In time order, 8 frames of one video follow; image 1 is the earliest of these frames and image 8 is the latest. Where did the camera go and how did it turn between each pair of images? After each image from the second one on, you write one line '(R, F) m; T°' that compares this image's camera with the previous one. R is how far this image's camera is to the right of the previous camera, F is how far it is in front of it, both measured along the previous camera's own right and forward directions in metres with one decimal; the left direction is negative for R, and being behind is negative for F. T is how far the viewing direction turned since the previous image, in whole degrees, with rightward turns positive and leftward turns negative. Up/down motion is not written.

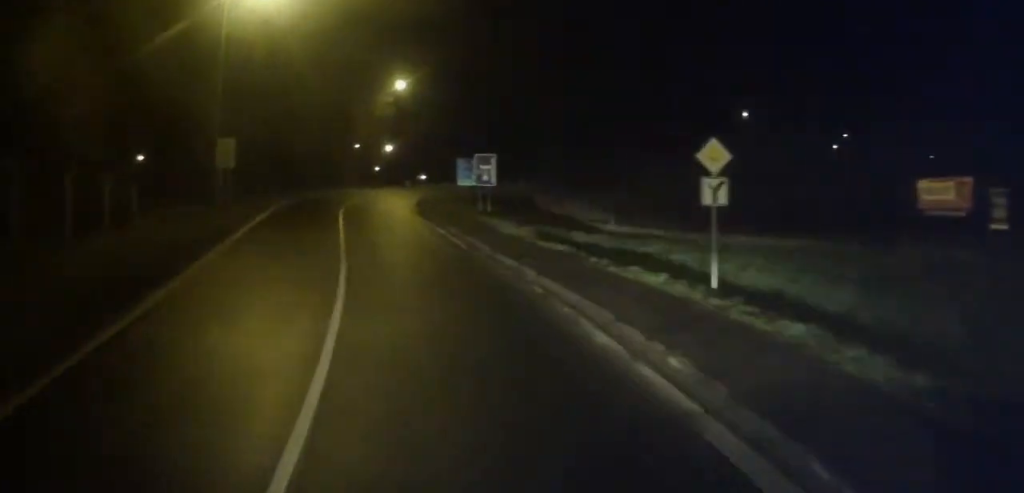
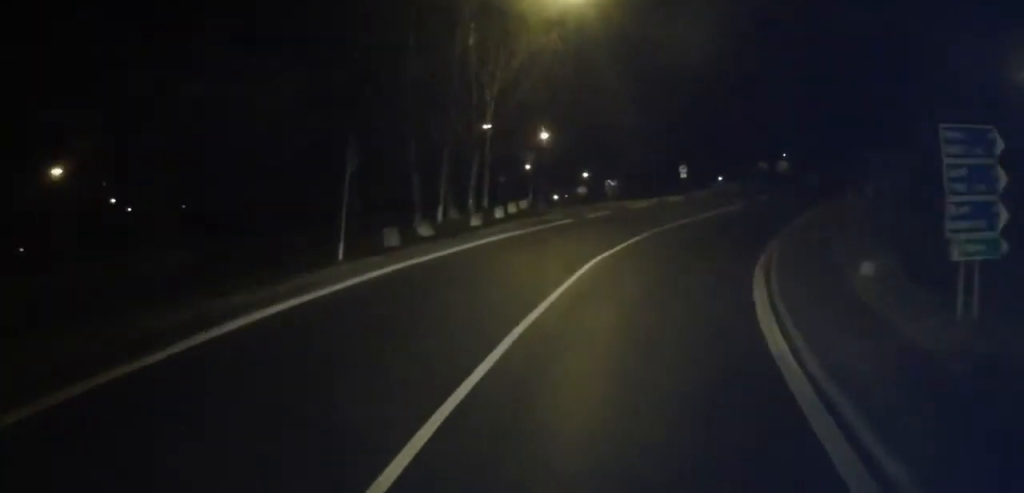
(-8.6, +36.4) m; -8°
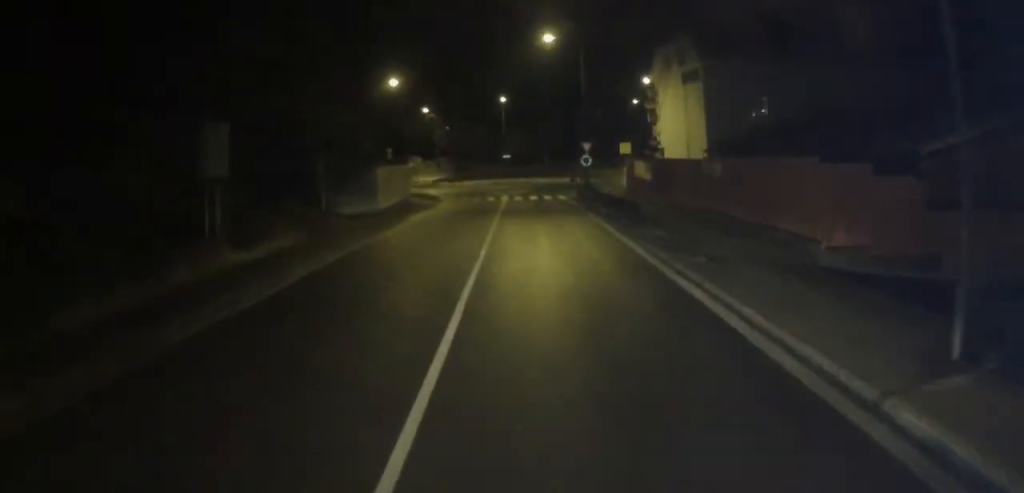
(+22.6, +53.2) m; +50°
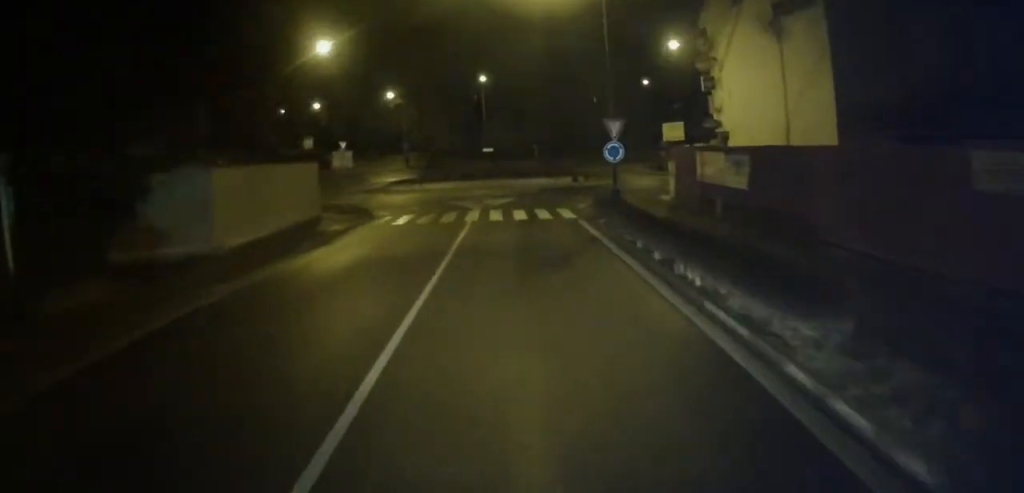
(+2.4, +14.6) m; +7°
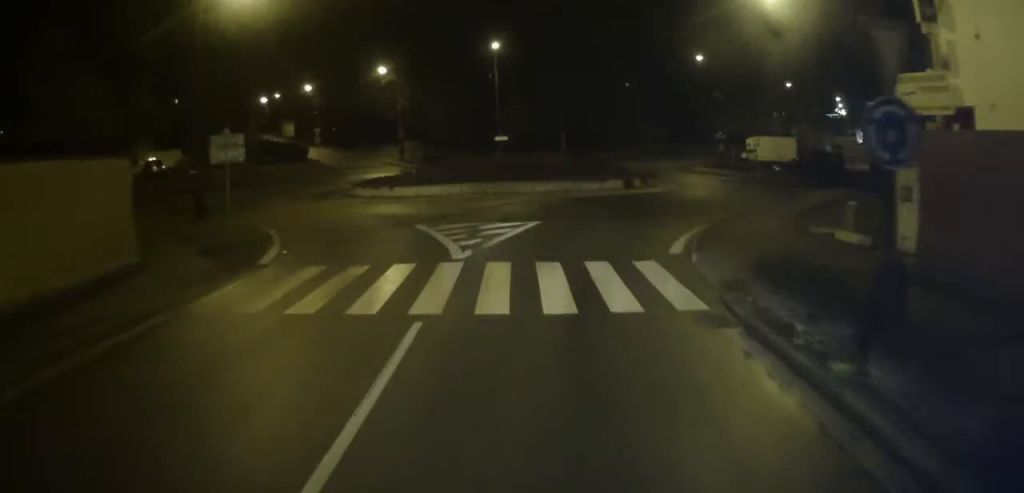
(+0.4, +12.8) m; +4°
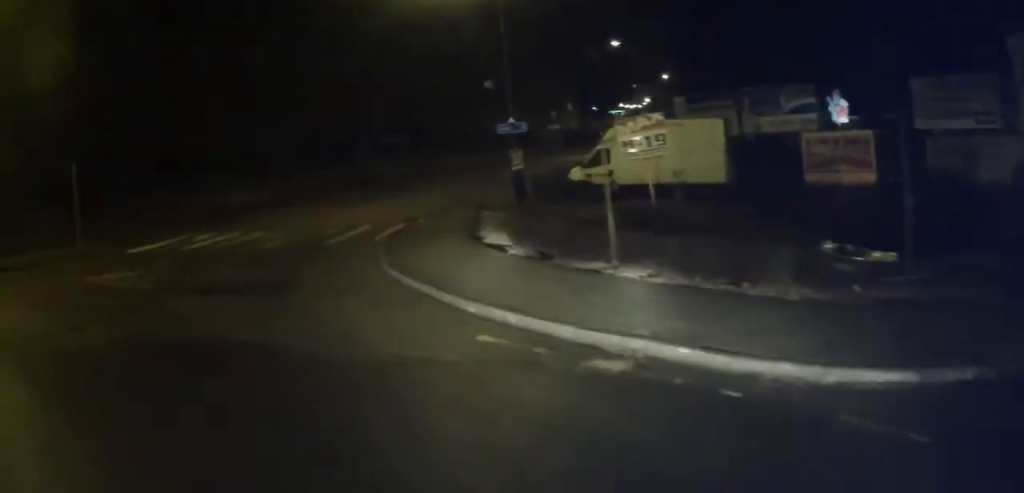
(+3.7, +38.2) m; +8°
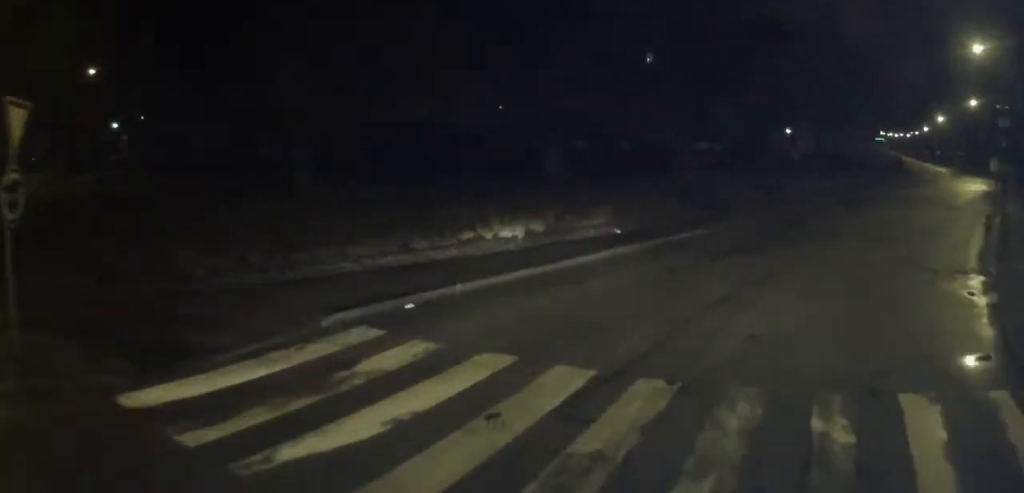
(-0.9, +16.8) m; +8°
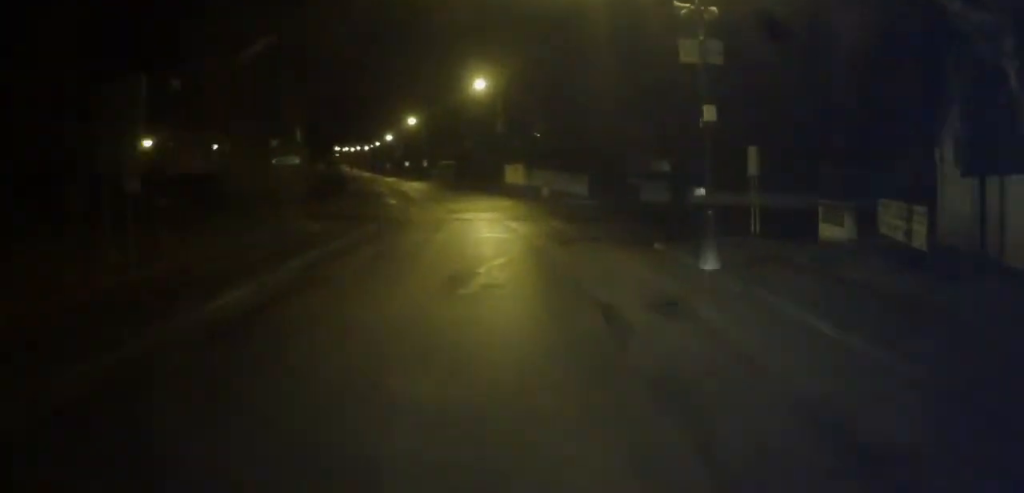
(+5.8, +30.8) m; +21°
